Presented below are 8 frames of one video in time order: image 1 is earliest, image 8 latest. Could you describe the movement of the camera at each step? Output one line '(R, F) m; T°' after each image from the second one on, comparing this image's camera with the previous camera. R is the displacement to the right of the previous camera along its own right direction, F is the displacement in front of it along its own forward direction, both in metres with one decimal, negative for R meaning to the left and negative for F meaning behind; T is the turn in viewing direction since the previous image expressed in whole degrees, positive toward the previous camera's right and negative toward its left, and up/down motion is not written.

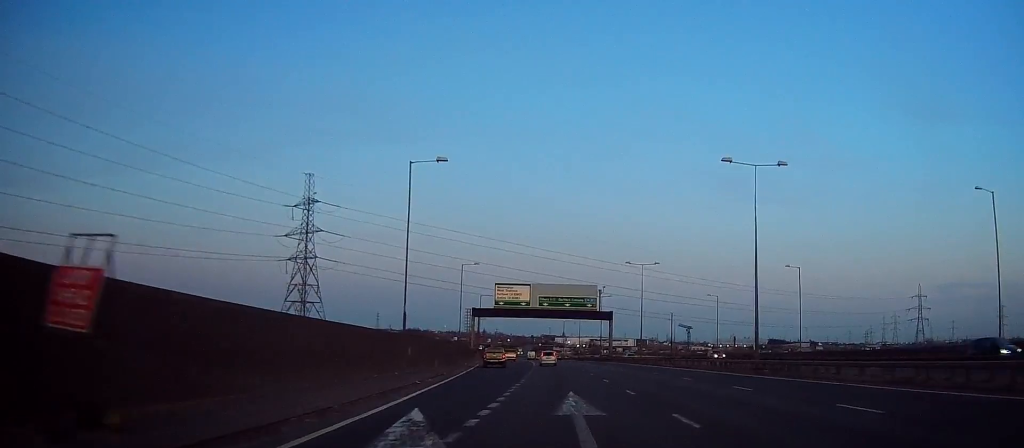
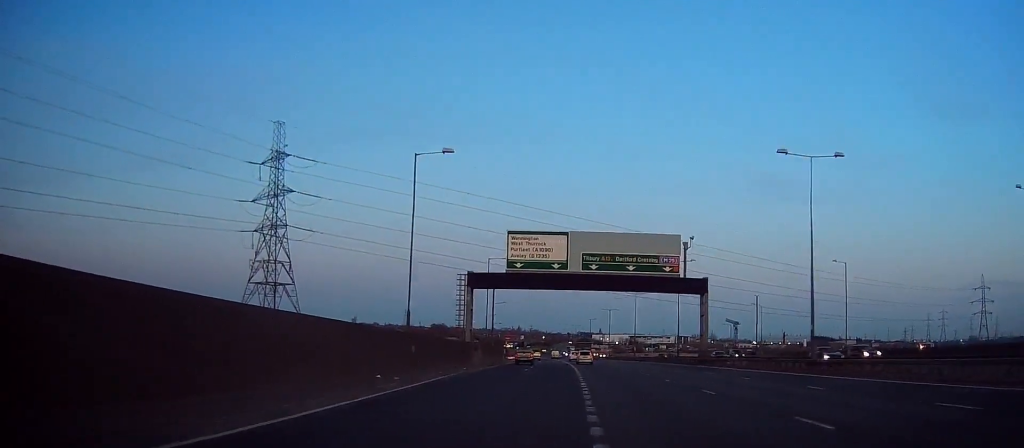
(-0.9, +46.0) m; -3°
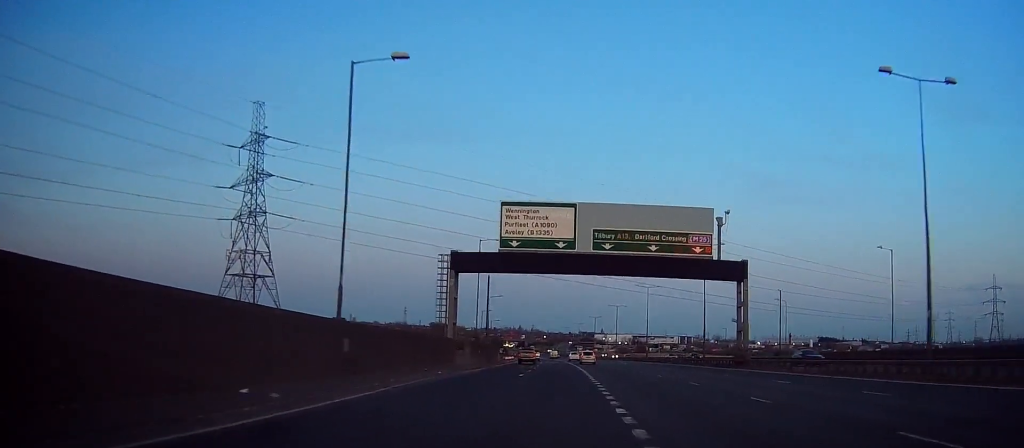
(-0.1, +12.5) m; 0°
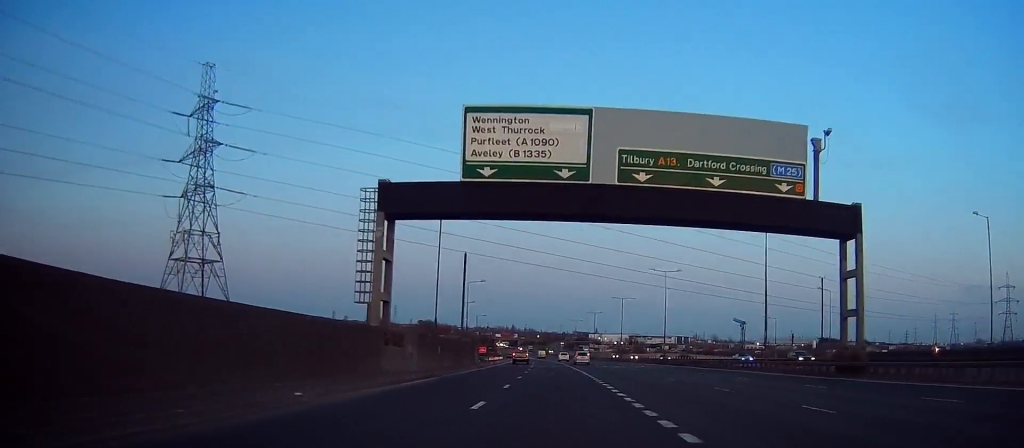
(0.0, +21.0) m; 0°
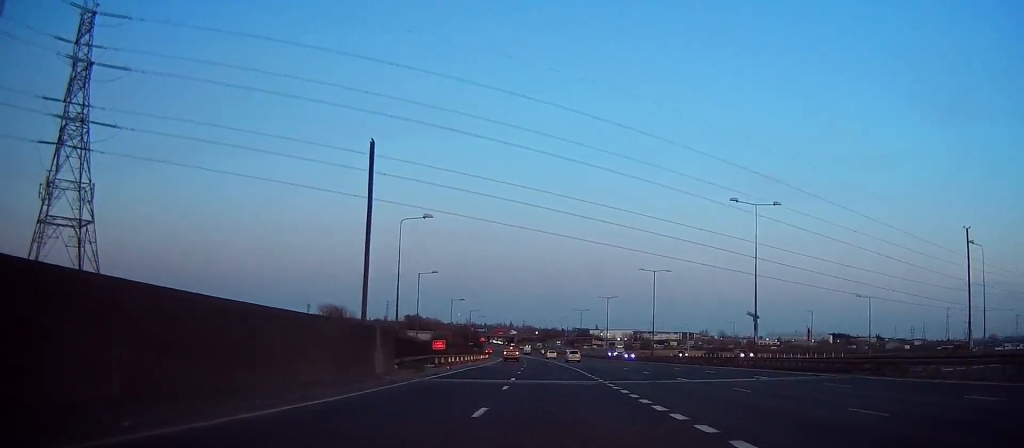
(+0.1, +38.6) m; 0°
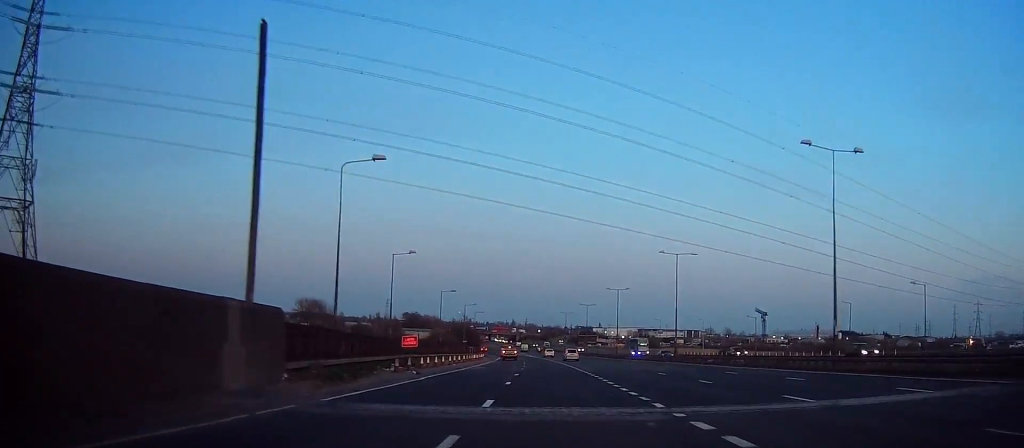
(0.0, +14.0) m; 0°
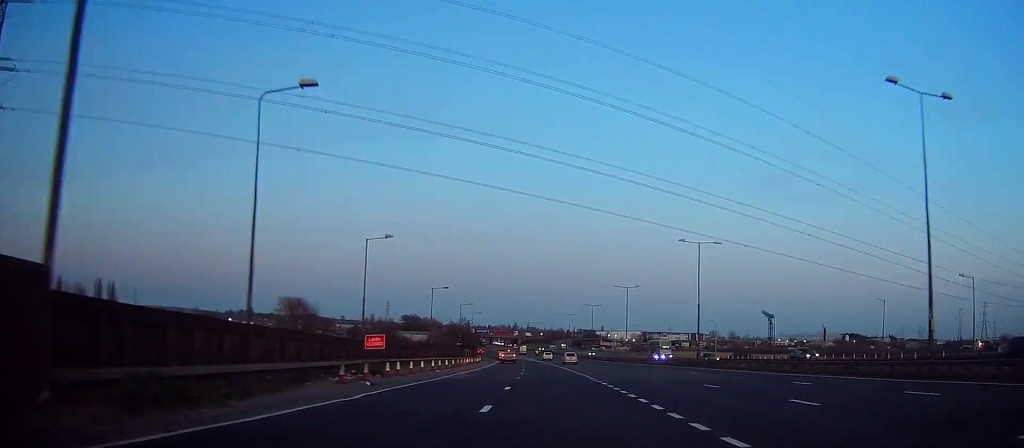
(0.0, +9.9) m; 0°
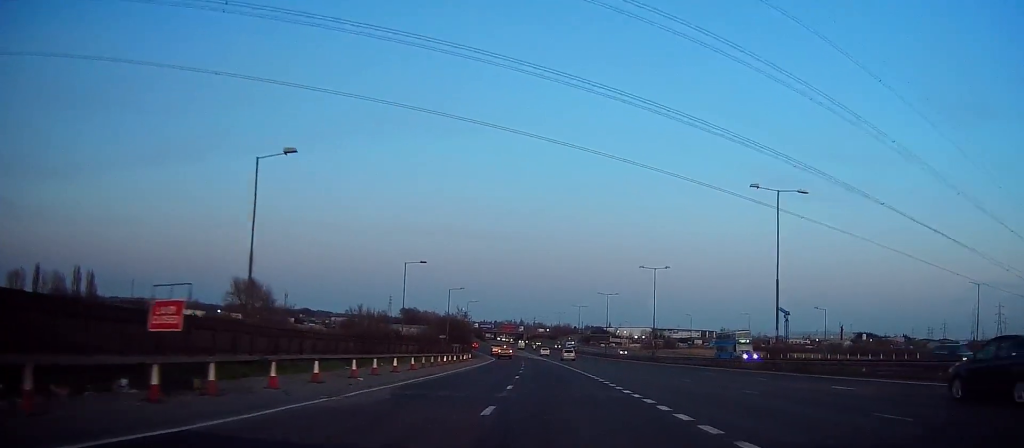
(0.0, +21.1) m; 0°
